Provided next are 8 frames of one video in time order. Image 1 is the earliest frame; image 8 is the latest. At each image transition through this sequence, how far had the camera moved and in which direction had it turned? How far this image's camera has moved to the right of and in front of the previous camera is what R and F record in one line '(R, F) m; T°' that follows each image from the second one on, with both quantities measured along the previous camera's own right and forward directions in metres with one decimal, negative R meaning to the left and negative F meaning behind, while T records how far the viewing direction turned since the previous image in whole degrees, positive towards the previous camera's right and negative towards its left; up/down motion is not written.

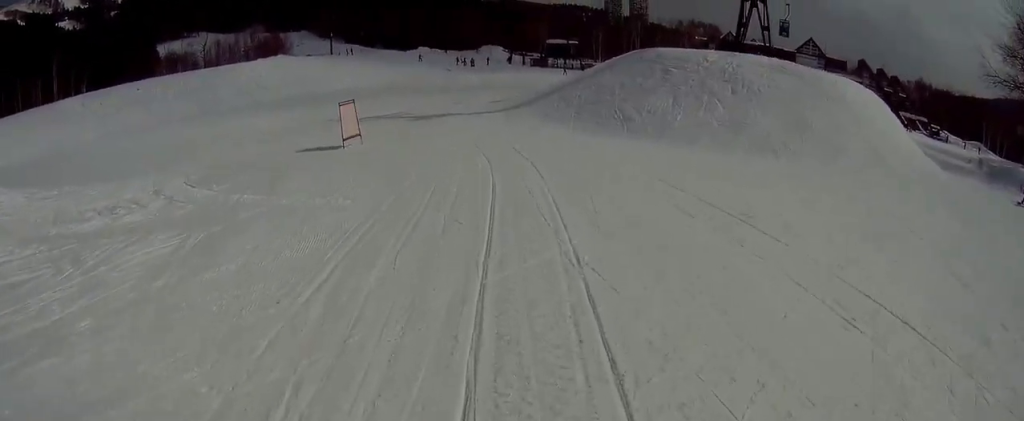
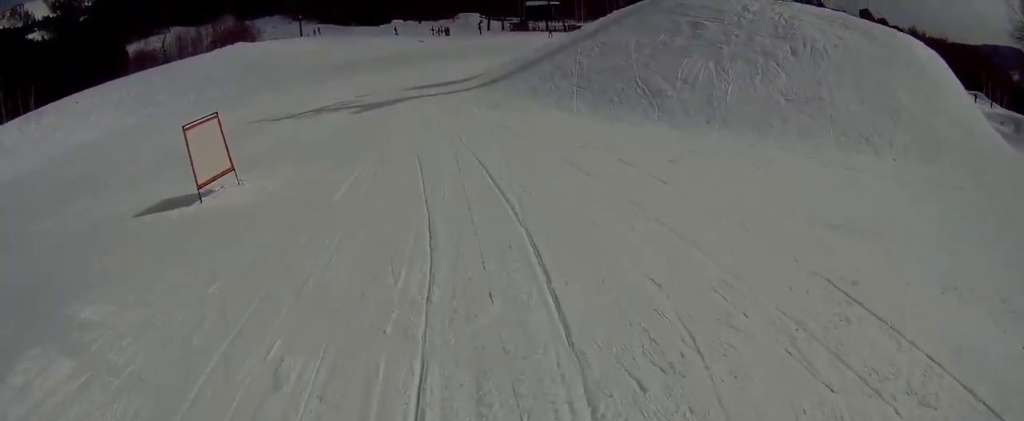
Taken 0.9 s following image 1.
(0.0, +6.3) m; 0°
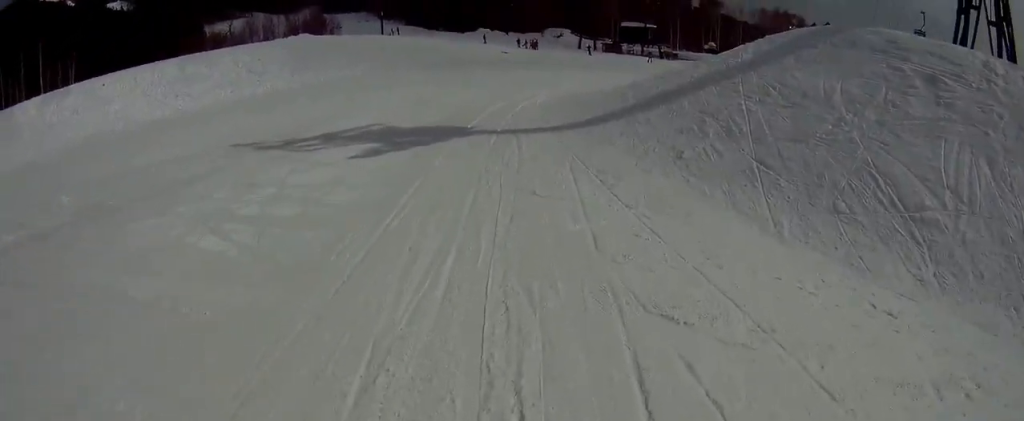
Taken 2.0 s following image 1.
(0.0, +7.4) m; 0°
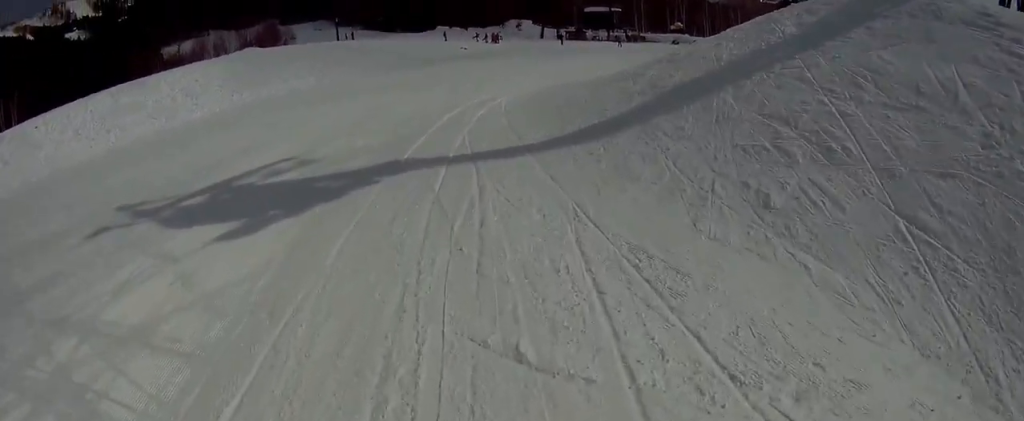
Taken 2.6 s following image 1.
(0.0, +4.1) m; 0°
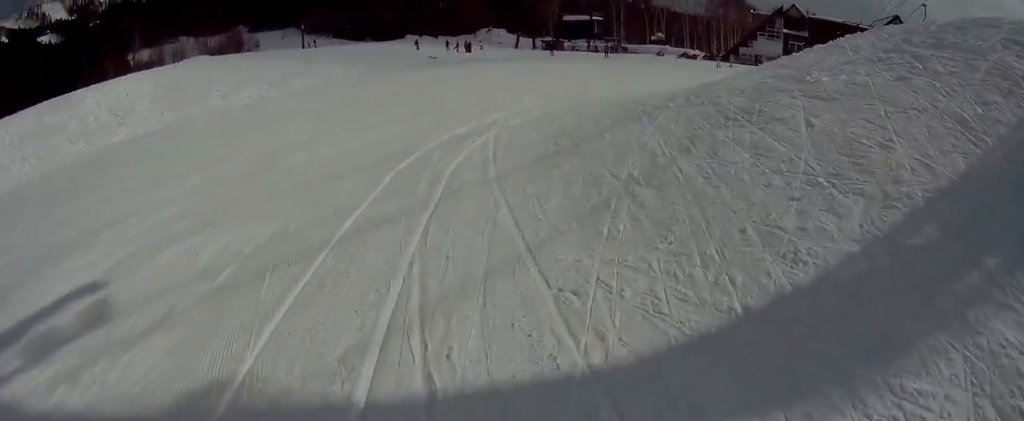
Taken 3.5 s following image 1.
(0.0, +5.9) m; +2°
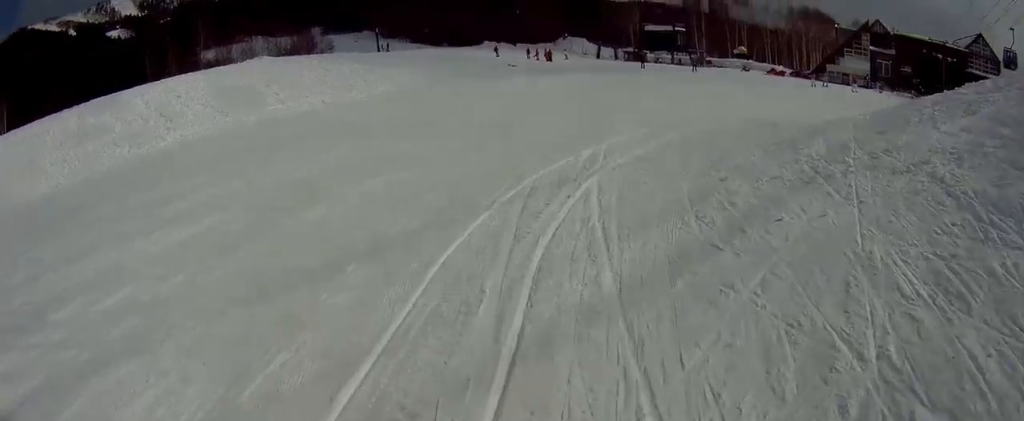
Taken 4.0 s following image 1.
(+0.1, +2.7) m; +6°
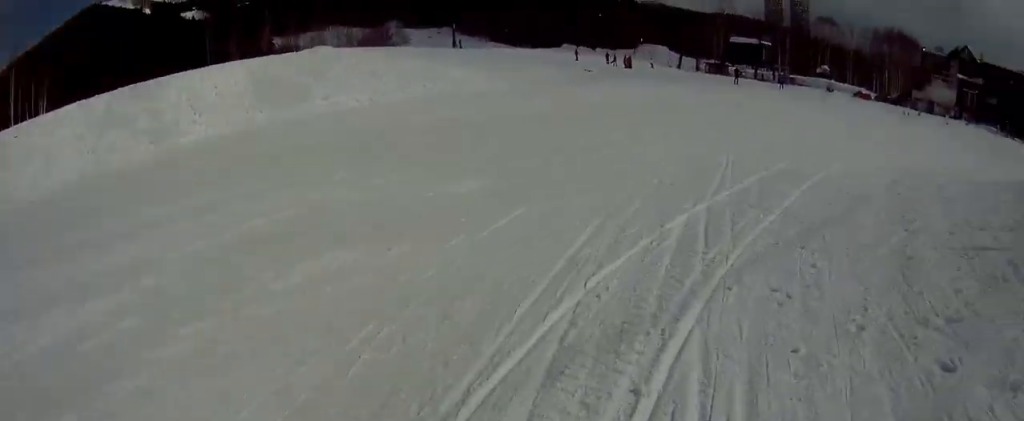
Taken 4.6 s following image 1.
(0.0, +3.3) m; +6°
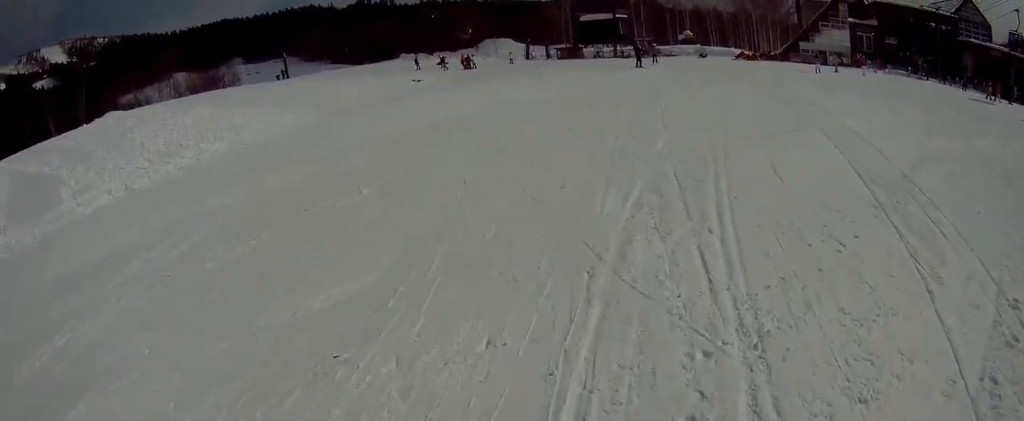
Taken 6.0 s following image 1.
(+0.4, +7.8) m; +6°
